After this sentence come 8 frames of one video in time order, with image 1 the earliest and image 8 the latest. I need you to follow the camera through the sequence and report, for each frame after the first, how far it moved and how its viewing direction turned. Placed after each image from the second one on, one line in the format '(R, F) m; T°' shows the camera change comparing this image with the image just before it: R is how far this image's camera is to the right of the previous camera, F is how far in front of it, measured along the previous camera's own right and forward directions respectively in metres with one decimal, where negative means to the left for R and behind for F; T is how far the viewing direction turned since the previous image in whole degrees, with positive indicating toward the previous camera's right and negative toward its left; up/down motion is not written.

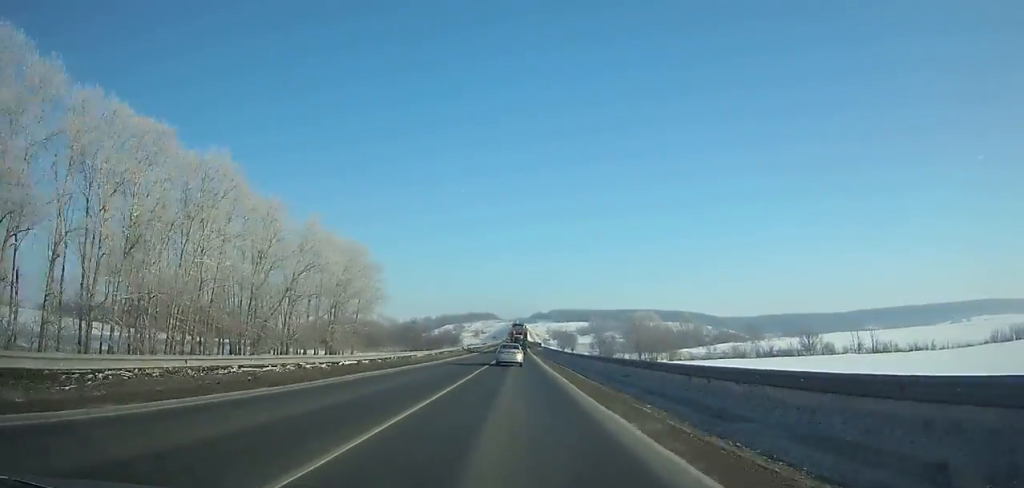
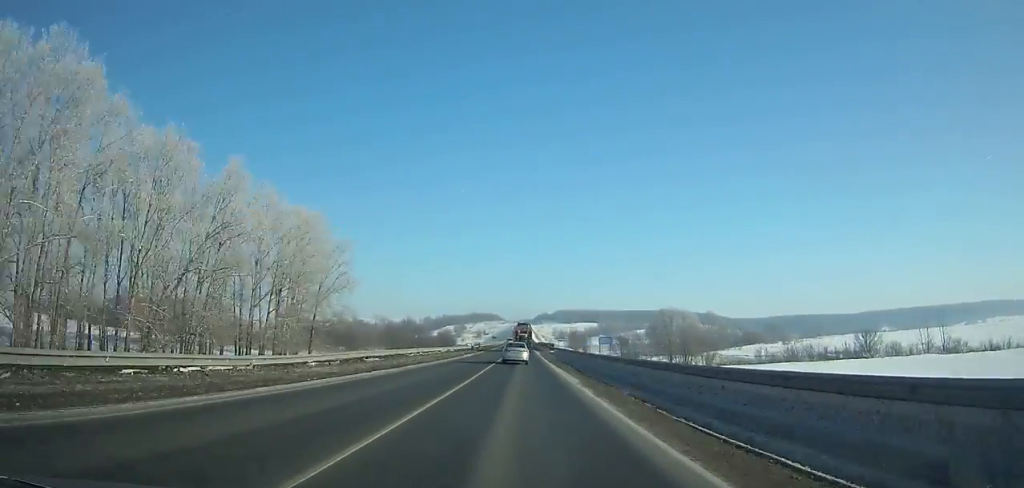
(0.0, +35.1) m; 0°
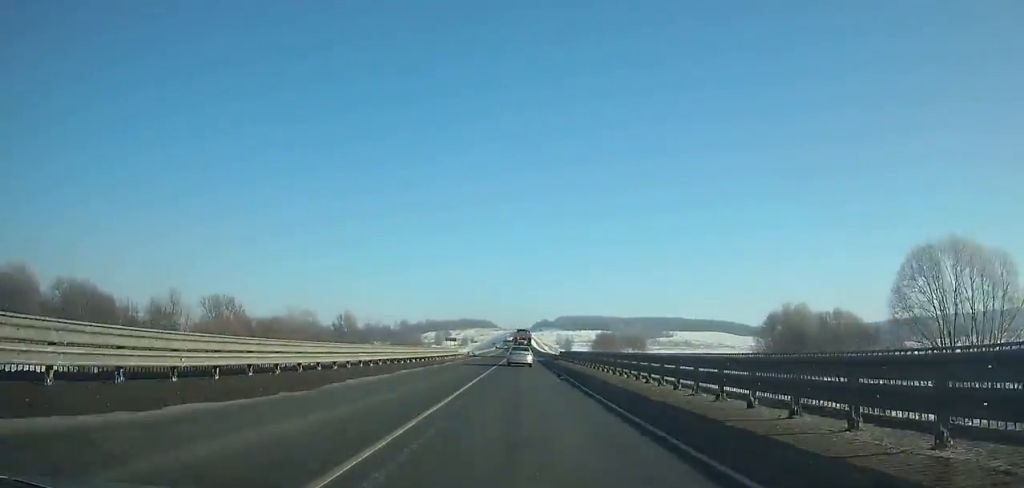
(+0.1, +110.7) m; 0°
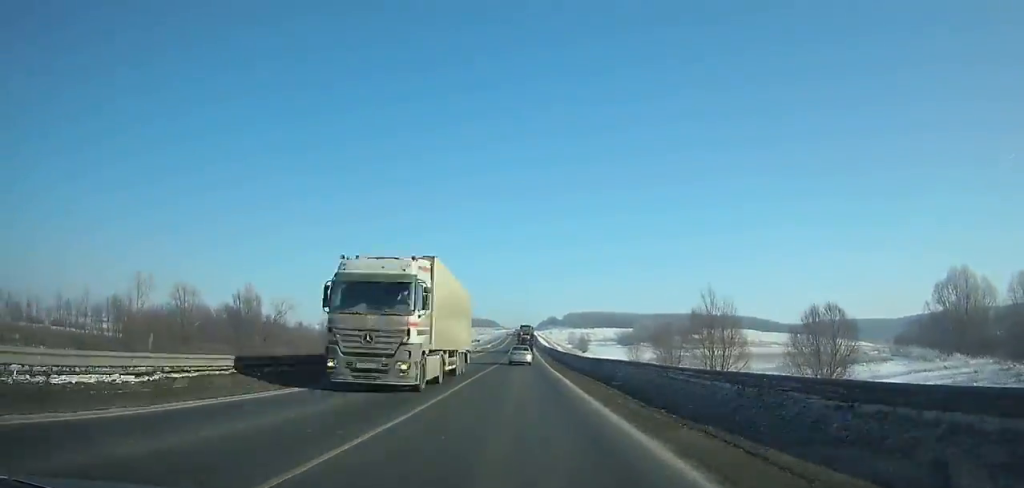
(-0.4, +84.5) m; 0°
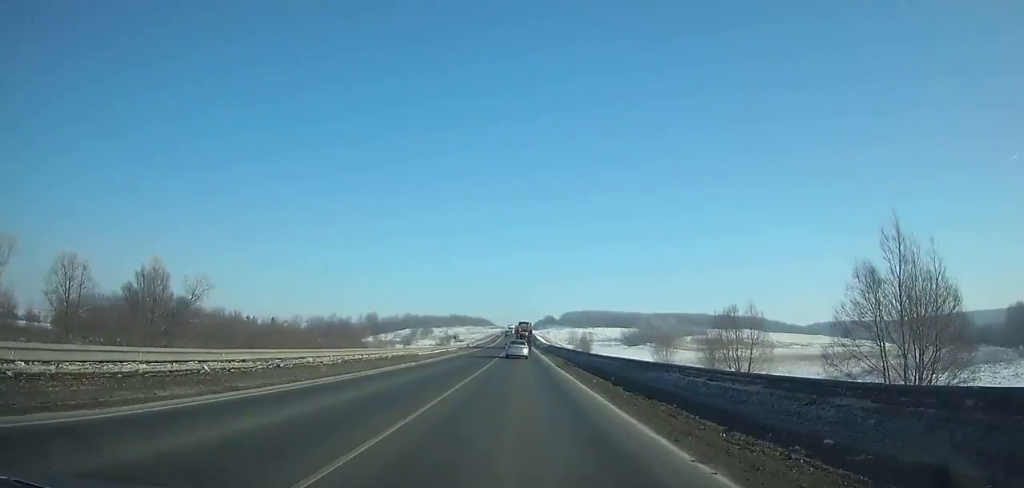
(+0.1, +36.6) m; 0°
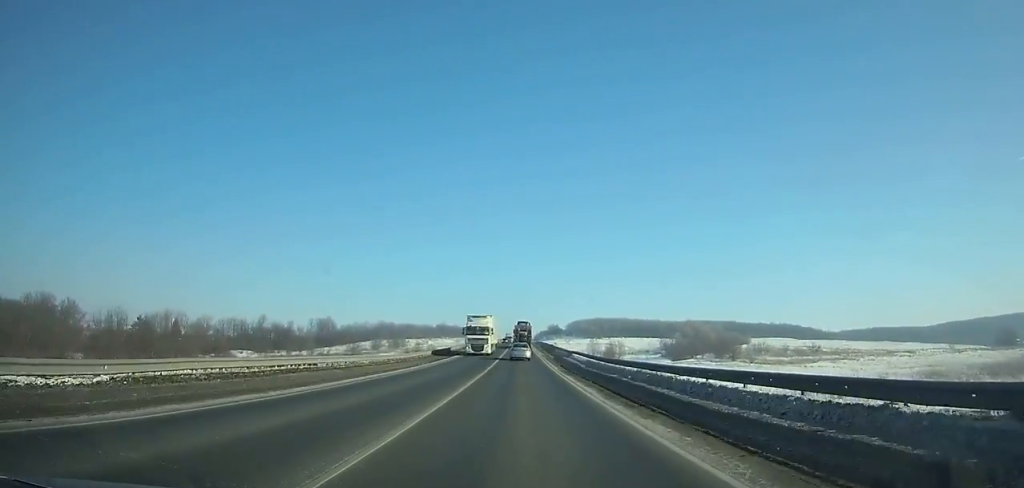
(+0.1, +98.8) m; 0°
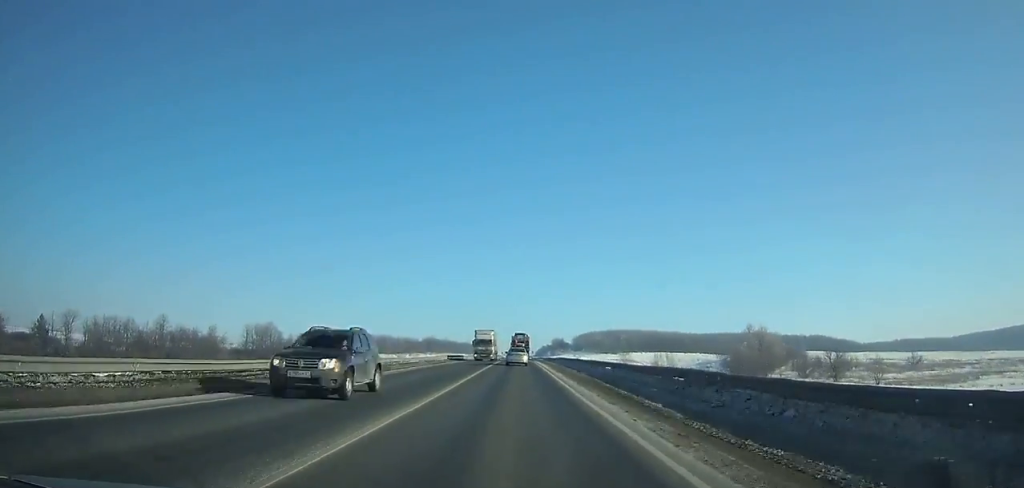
(0.0, +76.0) m; 0°
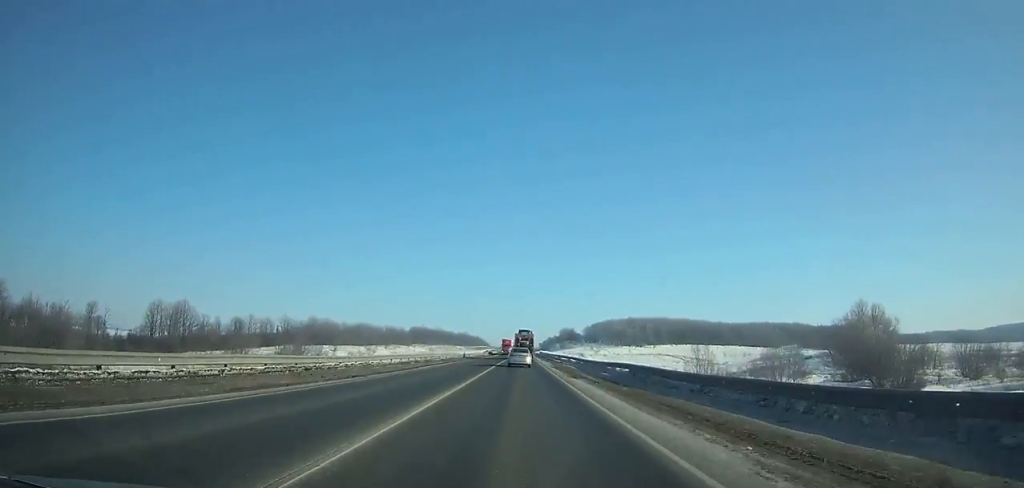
(-0.2, +71.1) m; 0°
